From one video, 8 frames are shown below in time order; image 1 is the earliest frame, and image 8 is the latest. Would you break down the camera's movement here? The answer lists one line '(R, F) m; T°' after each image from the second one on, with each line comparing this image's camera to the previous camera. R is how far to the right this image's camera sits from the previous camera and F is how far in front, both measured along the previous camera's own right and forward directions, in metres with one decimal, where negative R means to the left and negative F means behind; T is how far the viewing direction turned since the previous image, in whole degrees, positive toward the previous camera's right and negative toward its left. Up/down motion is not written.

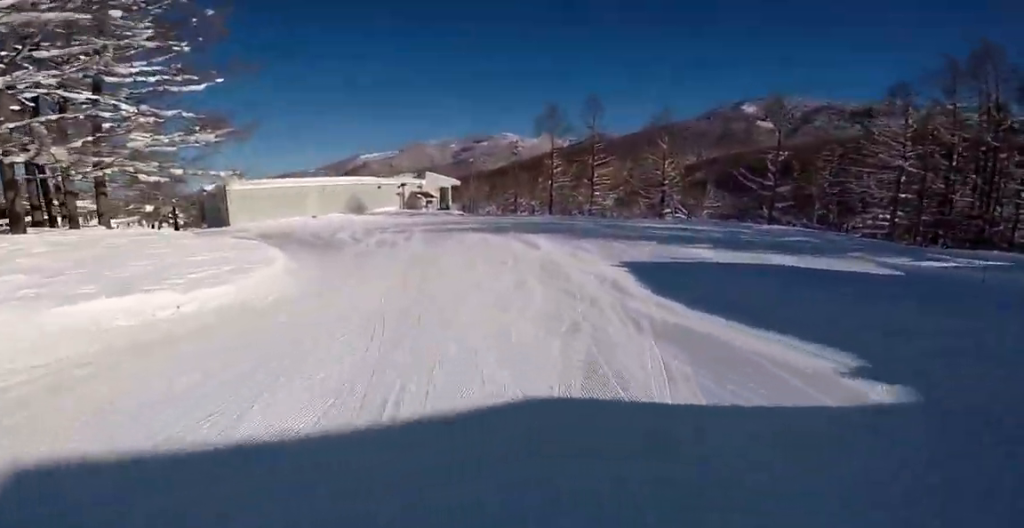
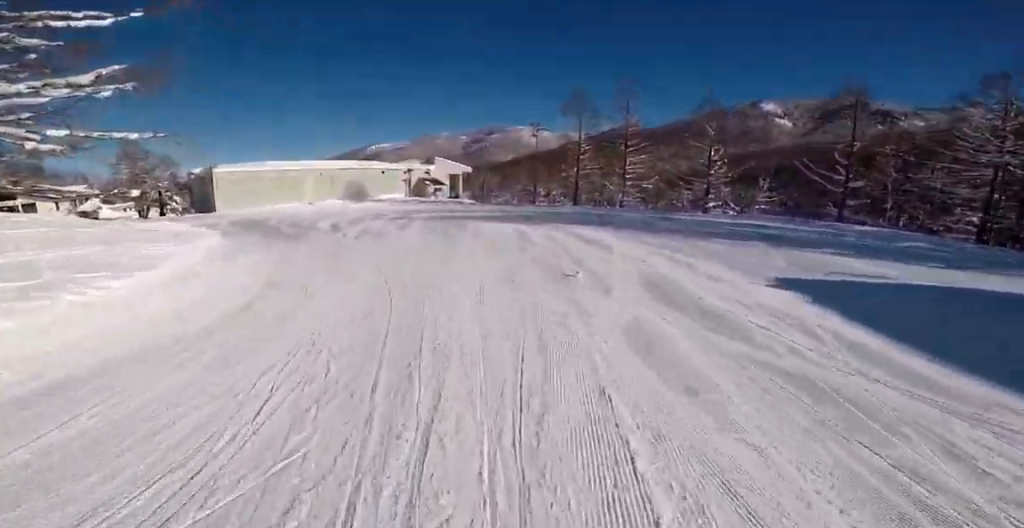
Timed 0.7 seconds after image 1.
(-0.5, +6.3) m; 0°
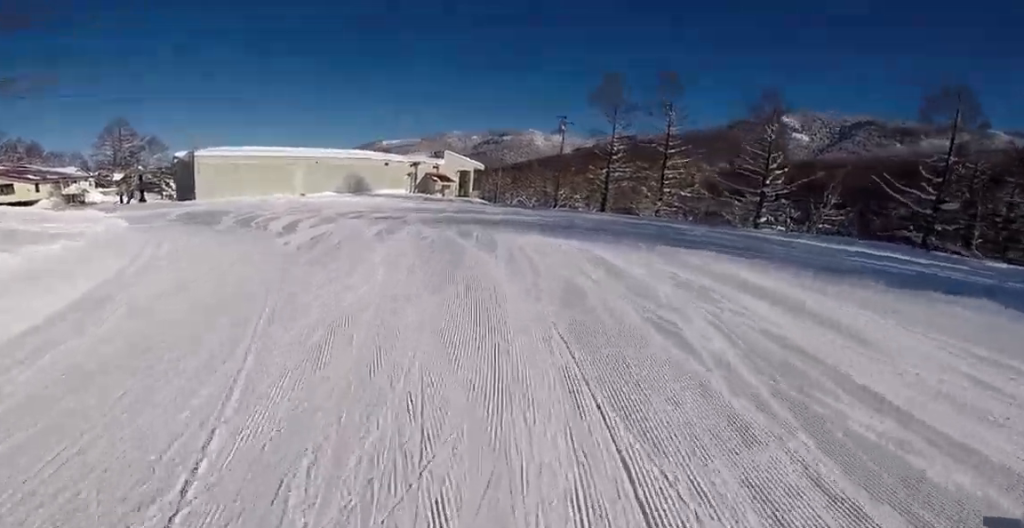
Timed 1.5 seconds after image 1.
(+0.3, +6.2) m; -1°
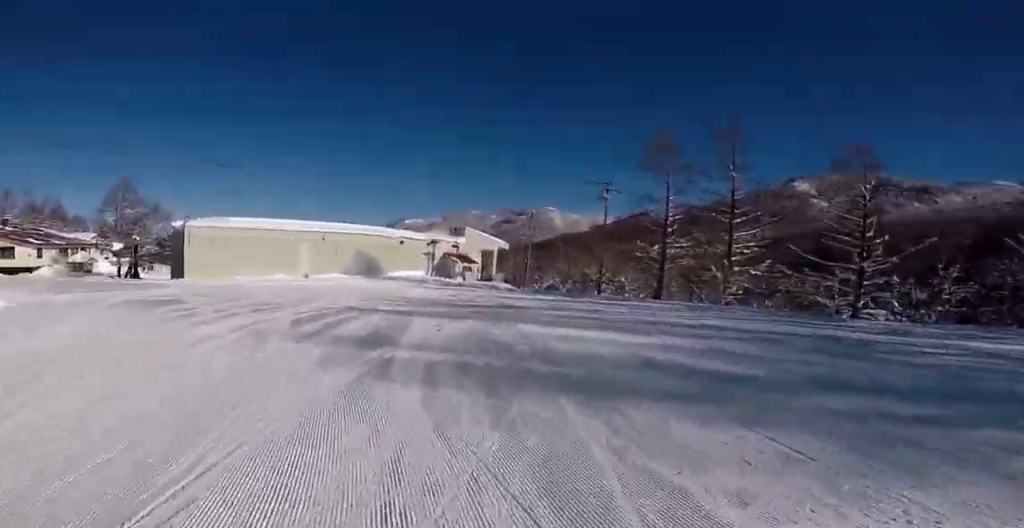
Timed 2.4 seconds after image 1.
(-0.2, +7.7) m; -1°
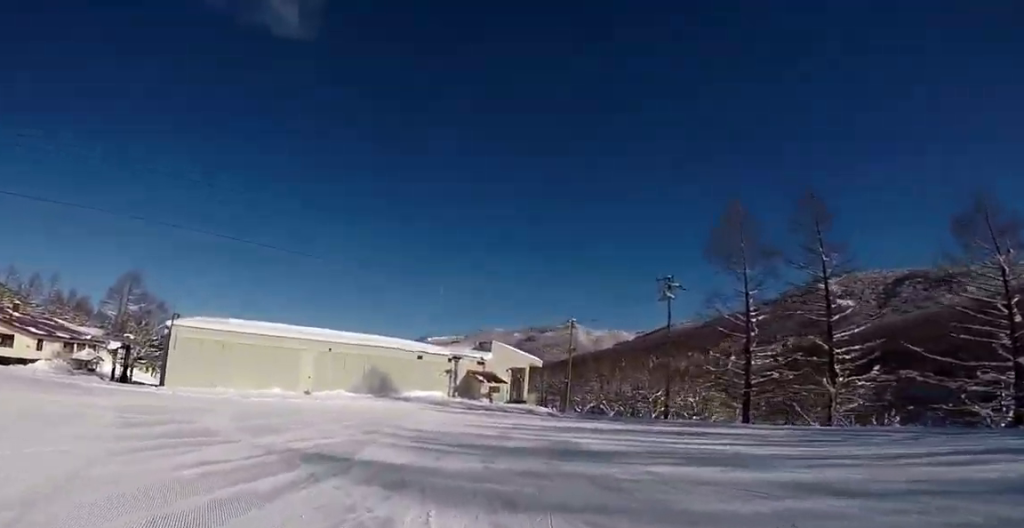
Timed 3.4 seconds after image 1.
(+0.1, +7.6) m; +4°
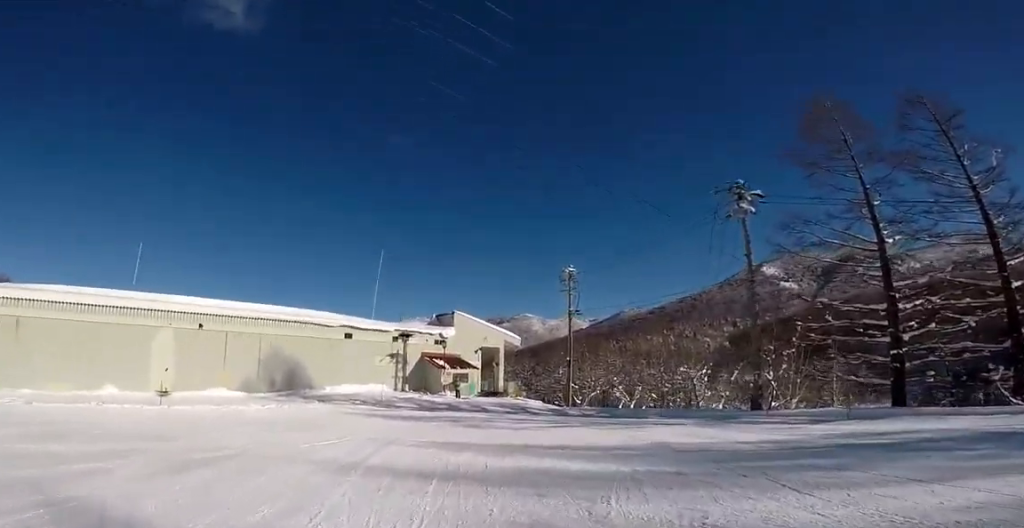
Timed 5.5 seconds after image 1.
(+0.8, +14.7) m; +3°
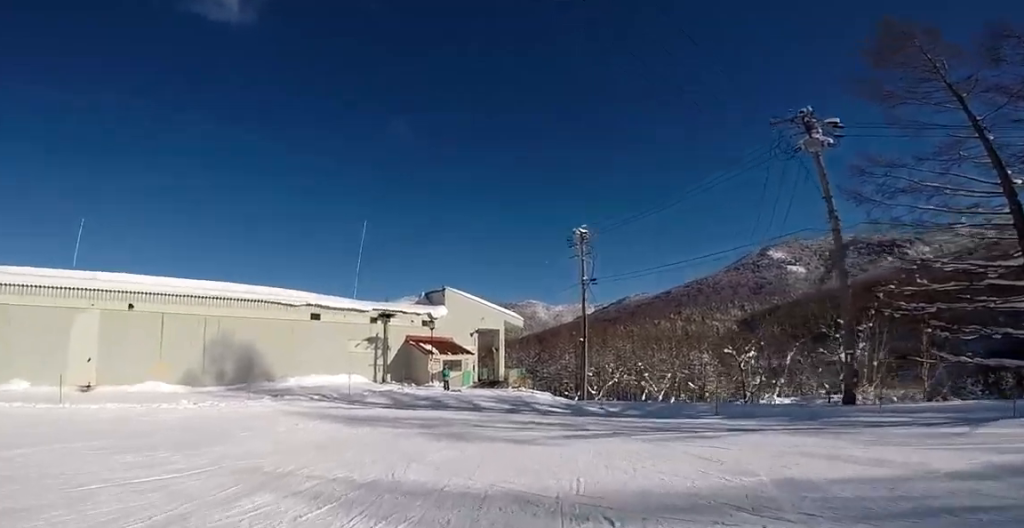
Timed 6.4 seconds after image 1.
(0.0, +5.3) m; -2°
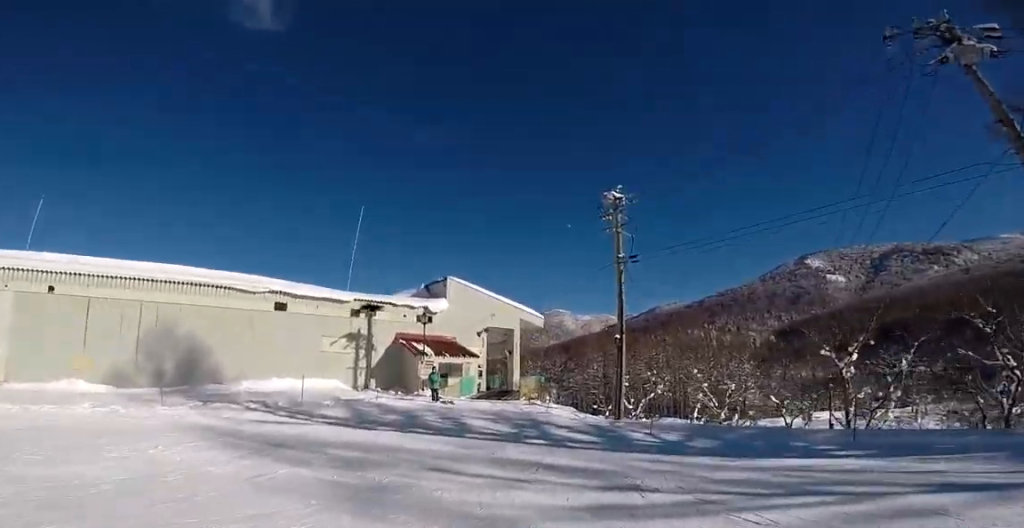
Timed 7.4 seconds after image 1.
(-0.2, +5.1) m; -12°
